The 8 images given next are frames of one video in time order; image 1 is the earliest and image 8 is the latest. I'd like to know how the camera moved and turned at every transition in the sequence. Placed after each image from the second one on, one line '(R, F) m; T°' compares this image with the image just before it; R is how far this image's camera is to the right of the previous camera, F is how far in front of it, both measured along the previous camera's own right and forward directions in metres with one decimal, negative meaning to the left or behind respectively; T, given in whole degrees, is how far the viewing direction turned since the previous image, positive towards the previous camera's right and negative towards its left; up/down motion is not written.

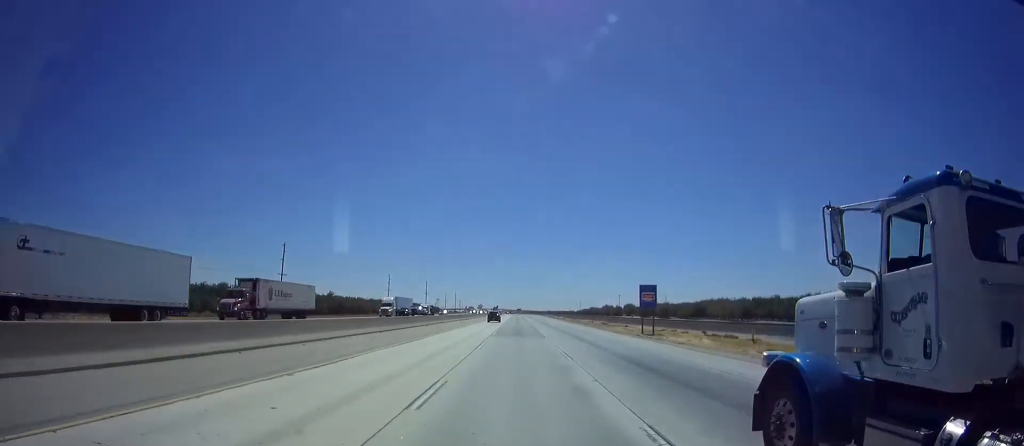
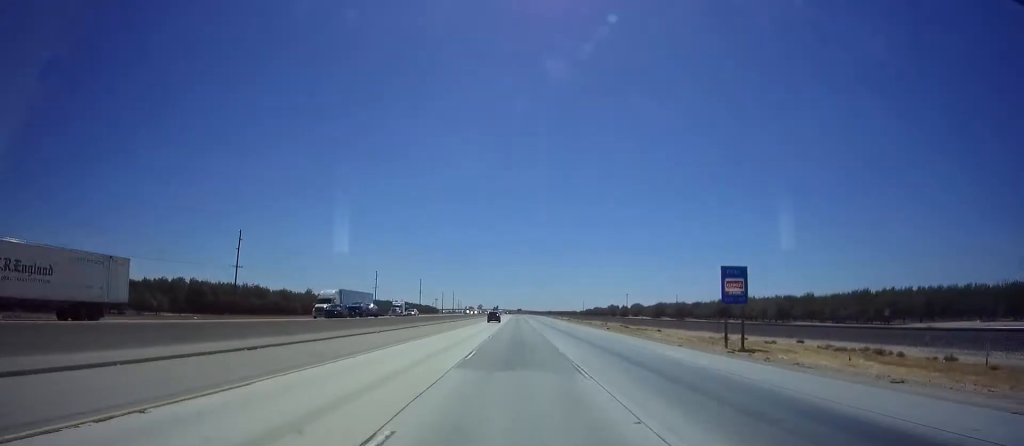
(0.0, +20.0) m; 0°
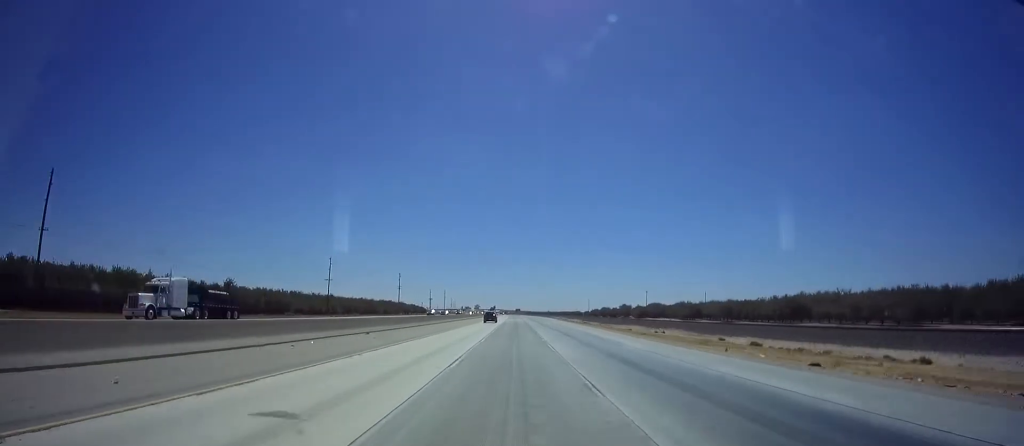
(0.0, +46.7) m; 0°
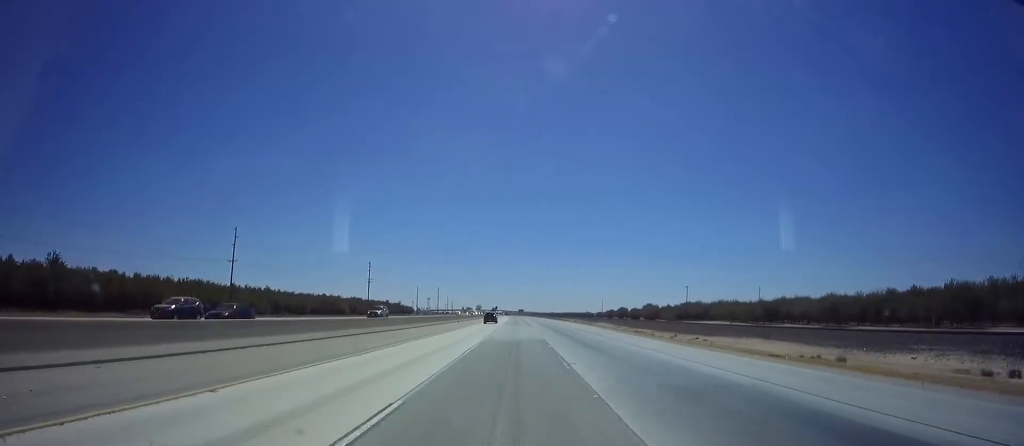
(-0.9, +53.4) m; -1°
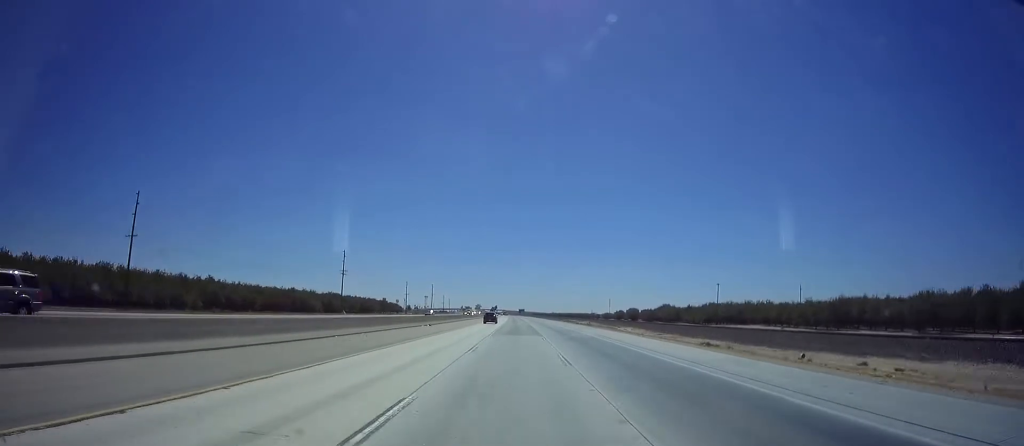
(+0.4, +28.9) m; 0°
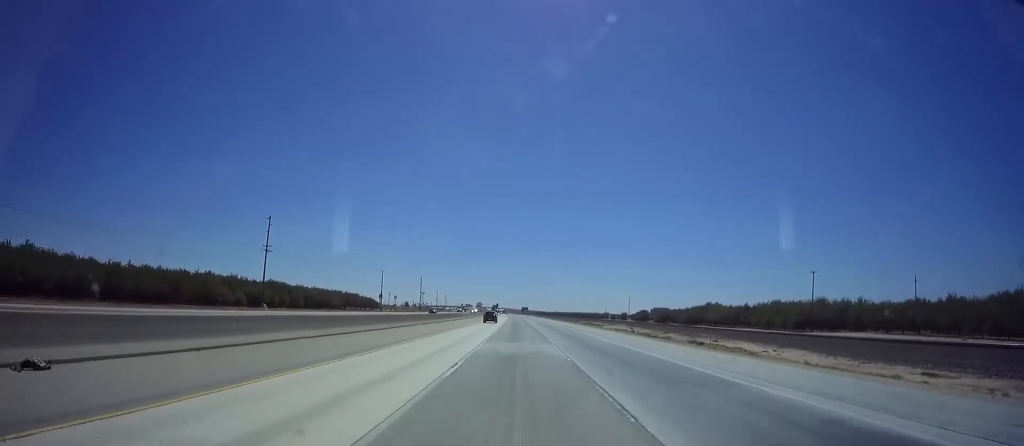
(-0.4, +52.2) m; 0°
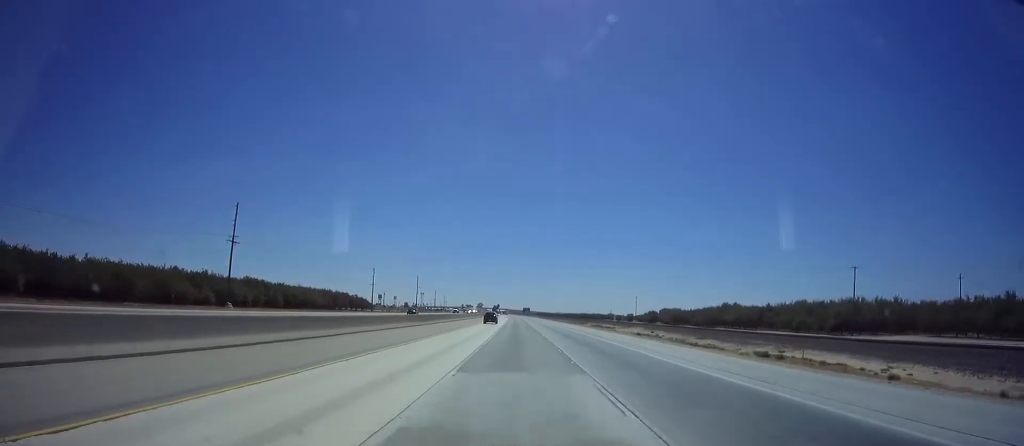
(+0.3, +14.4) m; 0°
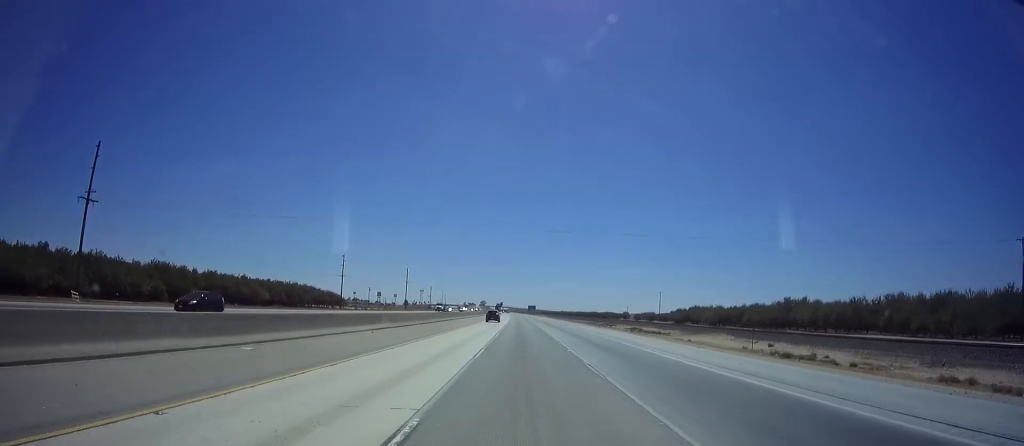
(-0.5, +38.9) m; -1°
